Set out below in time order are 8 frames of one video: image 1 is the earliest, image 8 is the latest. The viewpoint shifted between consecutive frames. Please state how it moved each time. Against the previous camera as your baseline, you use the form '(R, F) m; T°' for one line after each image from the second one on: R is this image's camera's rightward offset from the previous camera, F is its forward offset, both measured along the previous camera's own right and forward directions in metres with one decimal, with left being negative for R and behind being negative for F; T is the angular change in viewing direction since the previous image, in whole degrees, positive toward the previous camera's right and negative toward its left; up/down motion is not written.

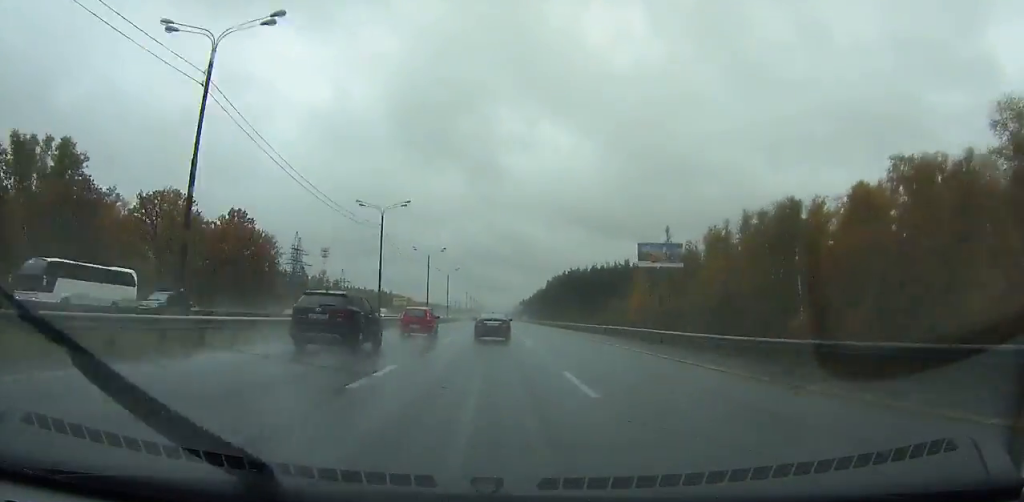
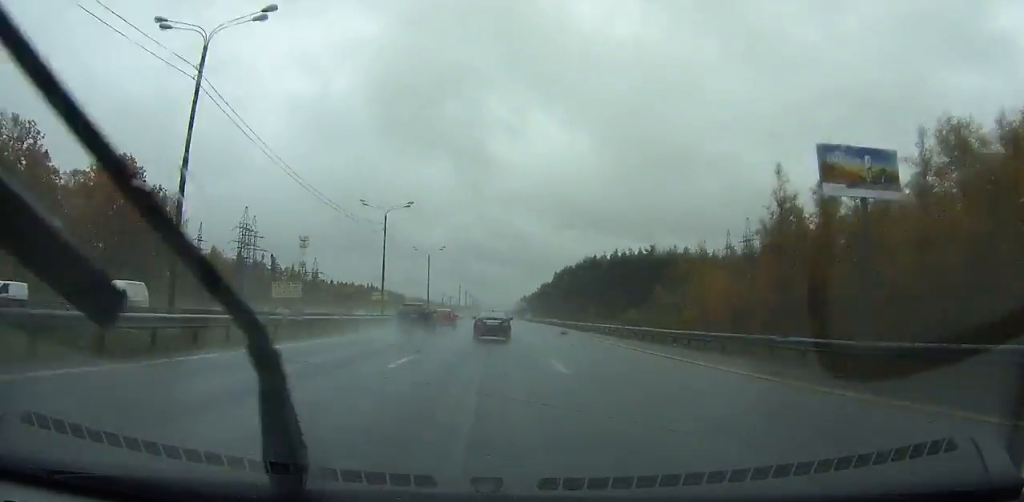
(0.0, +44.3) m; 0°
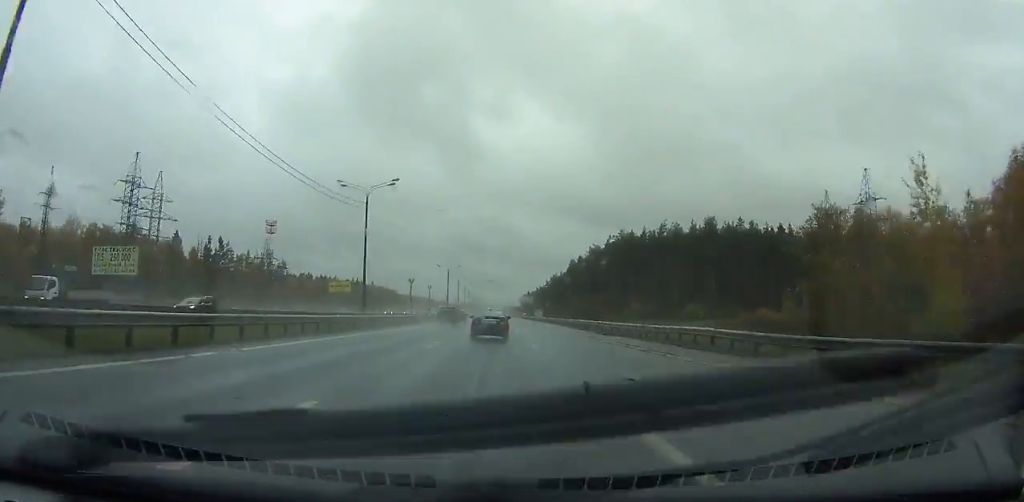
(0.0, +56.8) m; 0°
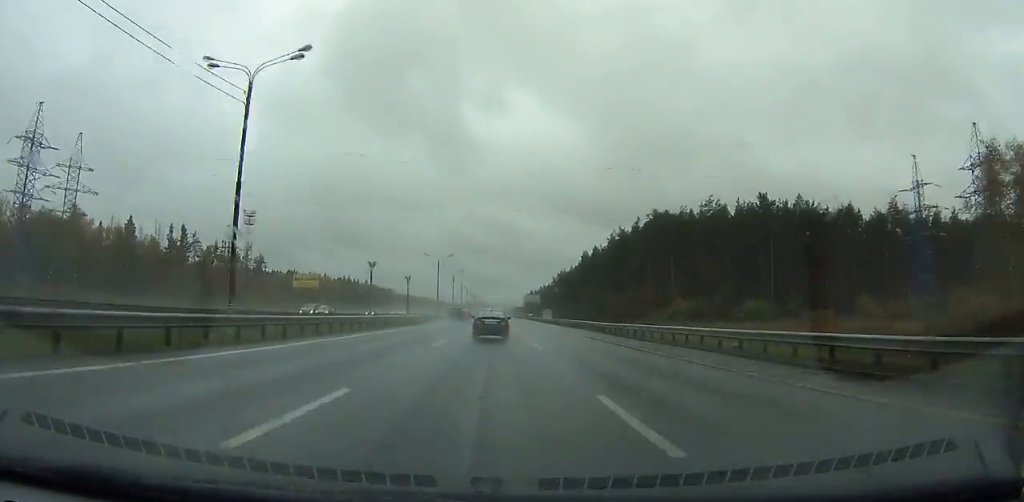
(0.0, +30.7) m; 0°
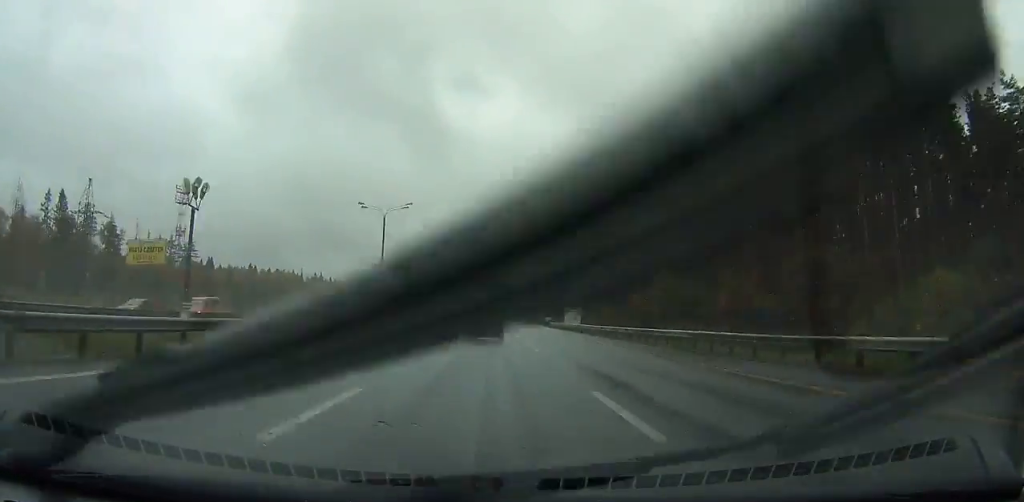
(-0.1, +63.7) m; 0°
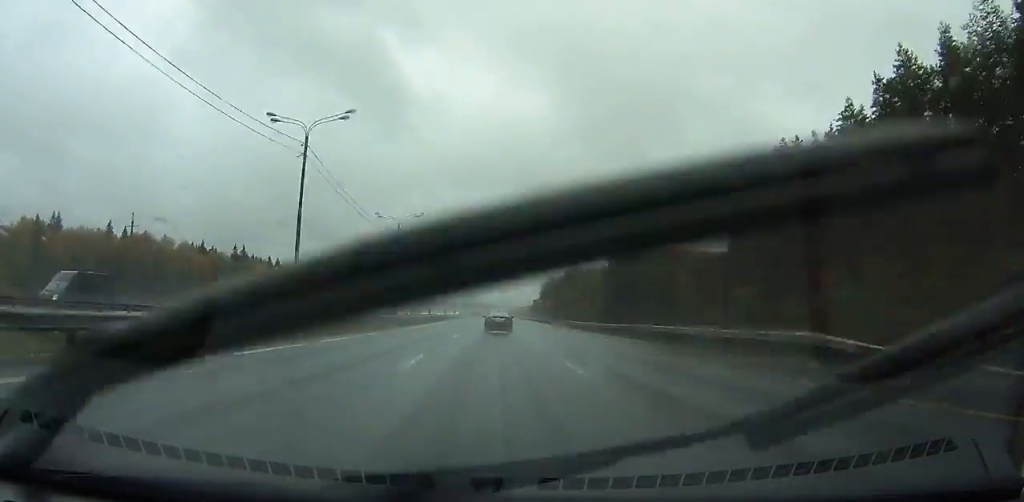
(+0.8, +124.6) m; -1°
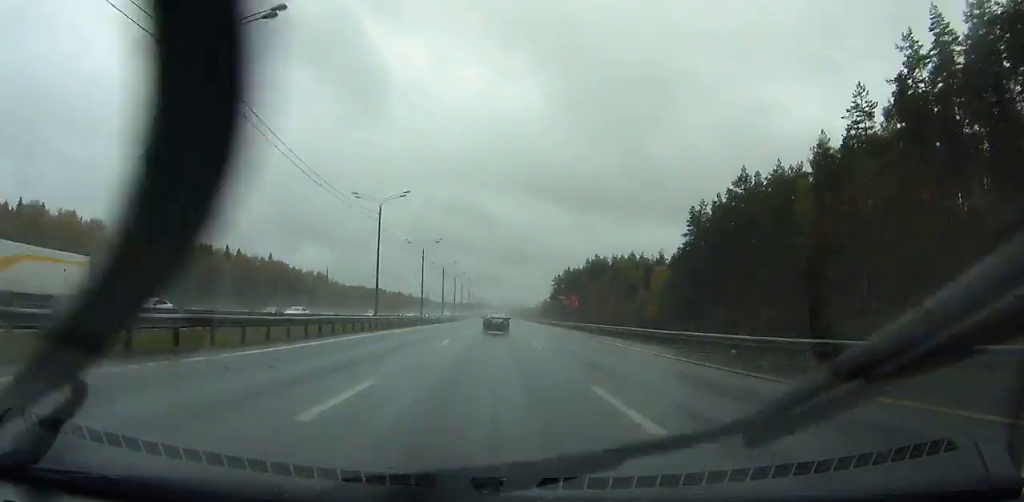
(-1.3, +57.0) m; -1°
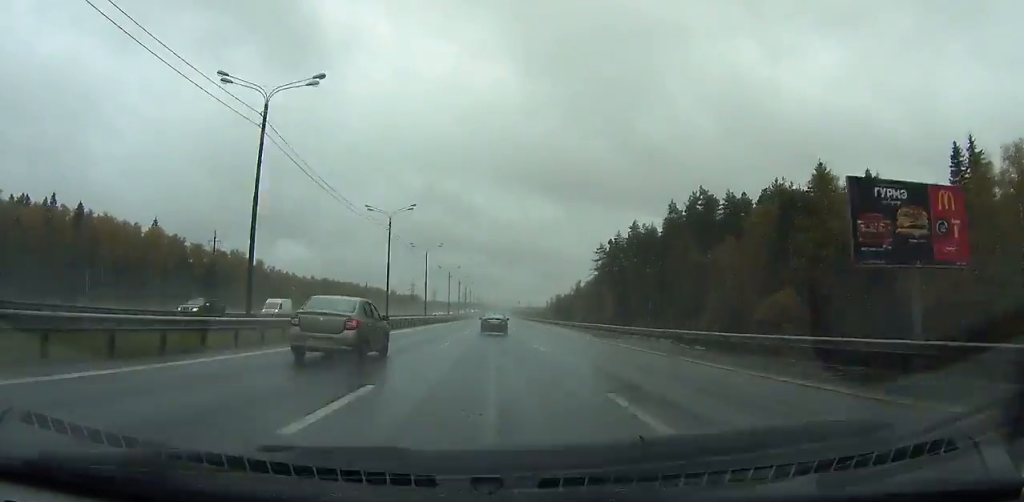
(+0.4, +117.5) m; 0°
